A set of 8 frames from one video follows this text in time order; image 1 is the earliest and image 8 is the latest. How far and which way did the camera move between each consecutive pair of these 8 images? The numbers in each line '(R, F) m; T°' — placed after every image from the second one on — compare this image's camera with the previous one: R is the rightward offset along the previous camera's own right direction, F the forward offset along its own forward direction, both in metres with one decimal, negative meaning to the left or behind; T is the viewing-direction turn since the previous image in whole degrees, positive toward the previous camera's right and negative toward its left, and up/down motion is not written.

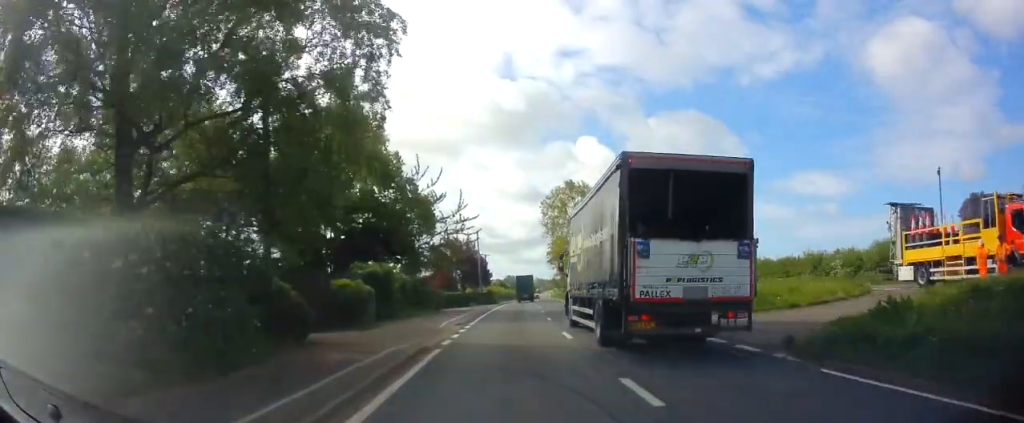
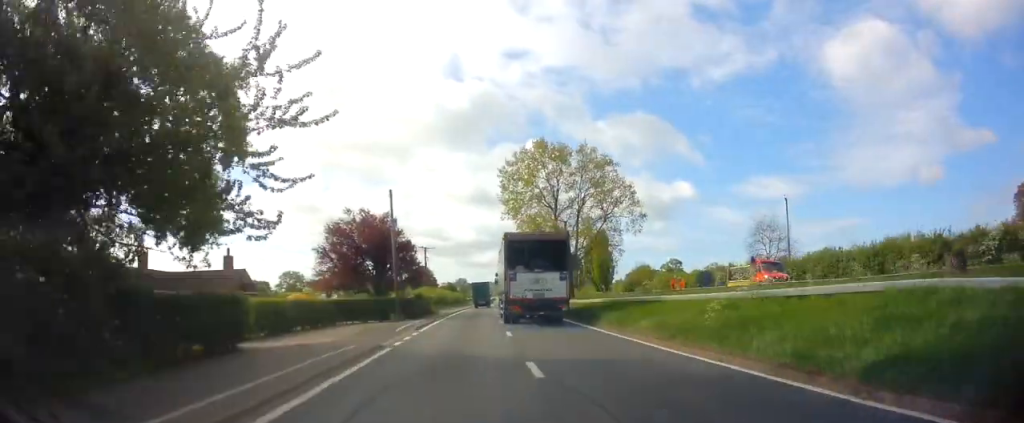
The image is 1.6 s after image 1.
(+0.7, +23.7) m; +4°
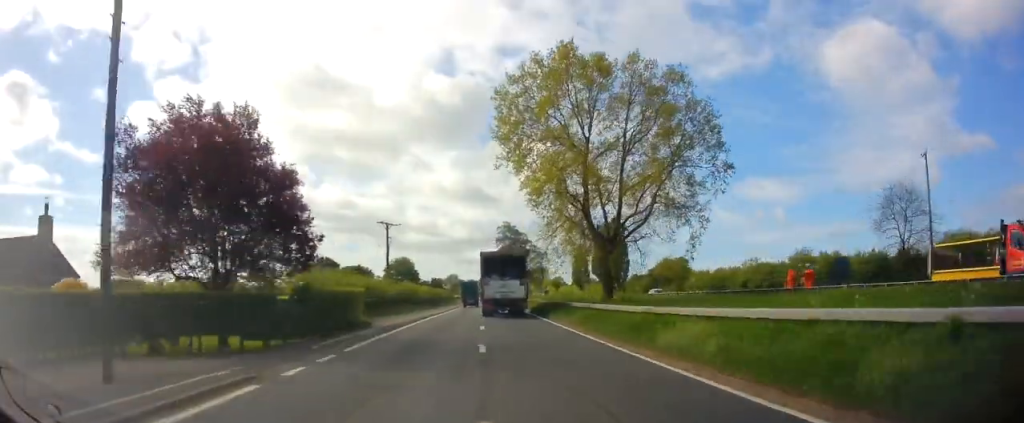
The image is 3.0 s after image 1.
(+0.2, +22.4) m; 0°
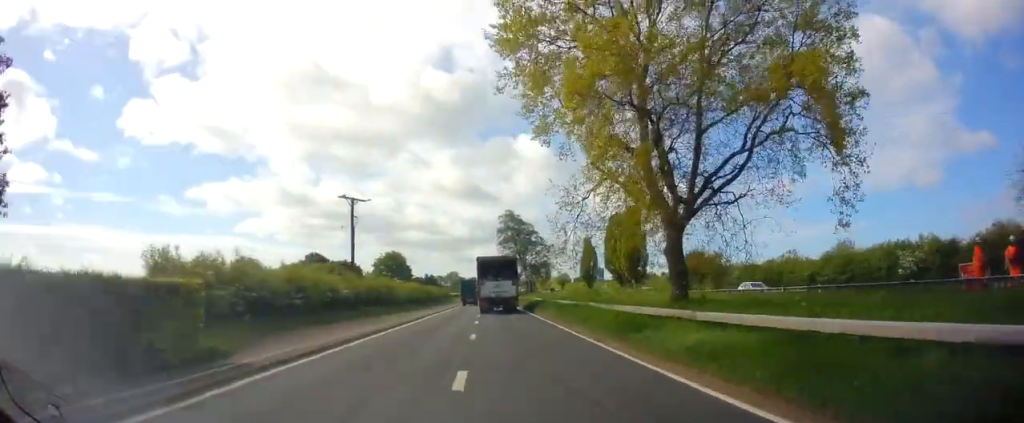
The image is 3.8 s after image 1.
(-0.1, +13.5) m; 0°
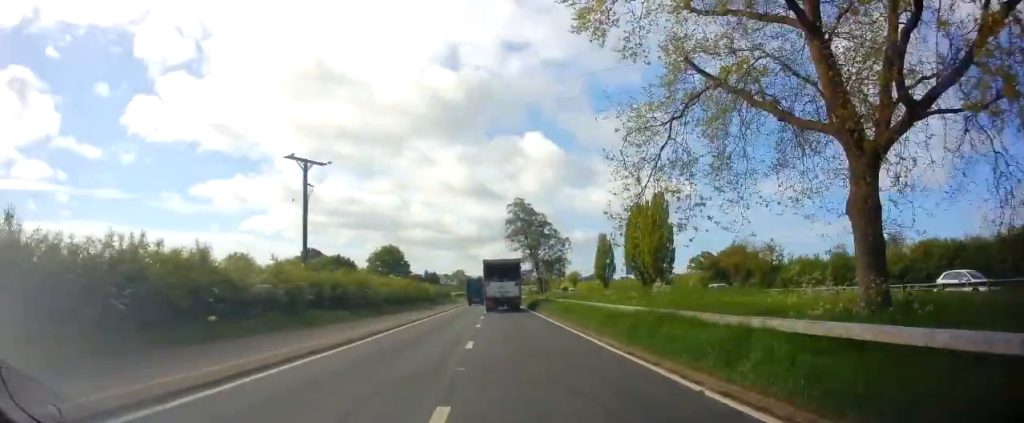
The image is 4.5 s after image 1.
(+0.2, +11.6) m; 0°
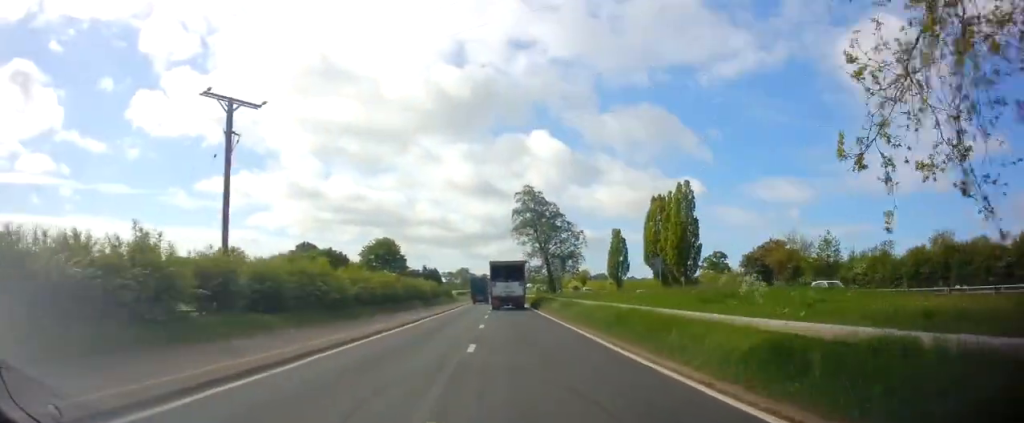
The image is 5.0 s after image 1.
(-0.1, +9.5) m; 0°
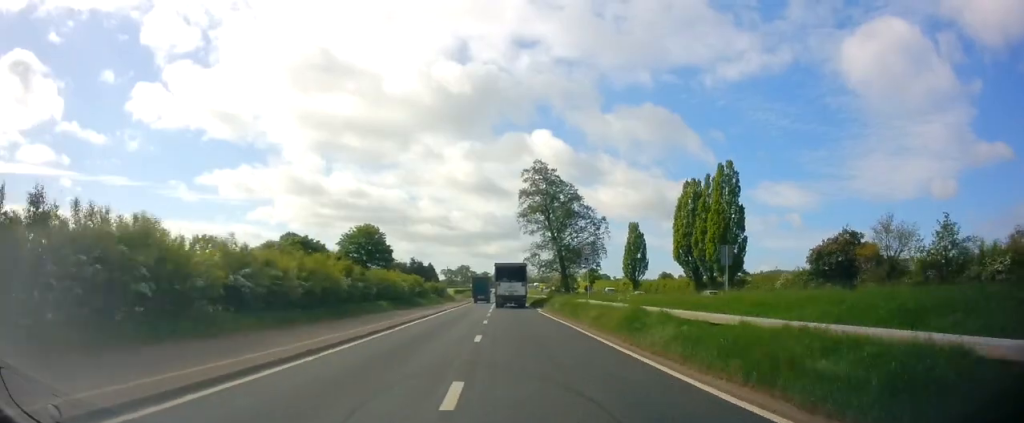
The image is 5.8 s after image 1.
(-0.1, +14.6) m; 0°
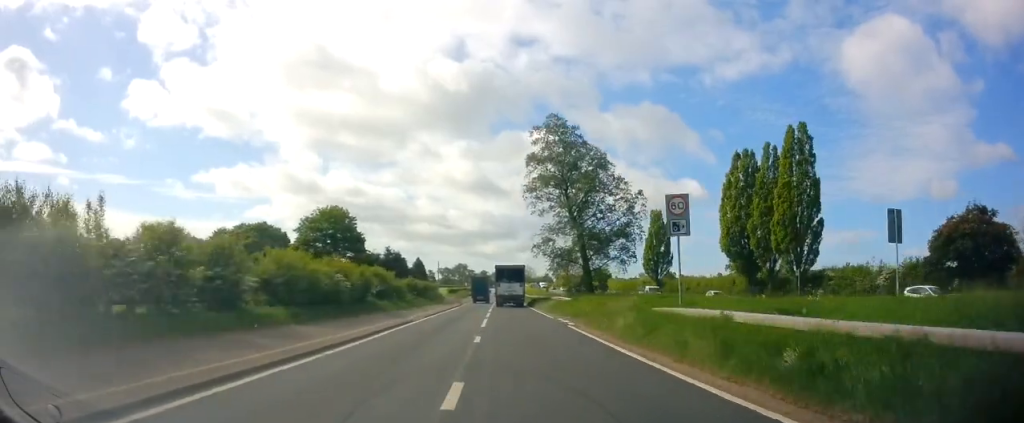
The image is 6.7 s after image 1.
(+0.2, +17.0) m; 0°
